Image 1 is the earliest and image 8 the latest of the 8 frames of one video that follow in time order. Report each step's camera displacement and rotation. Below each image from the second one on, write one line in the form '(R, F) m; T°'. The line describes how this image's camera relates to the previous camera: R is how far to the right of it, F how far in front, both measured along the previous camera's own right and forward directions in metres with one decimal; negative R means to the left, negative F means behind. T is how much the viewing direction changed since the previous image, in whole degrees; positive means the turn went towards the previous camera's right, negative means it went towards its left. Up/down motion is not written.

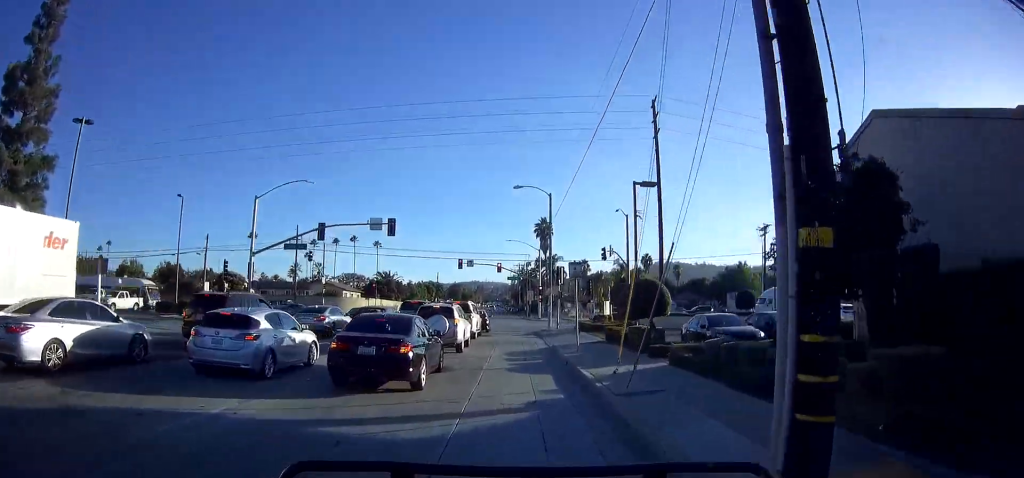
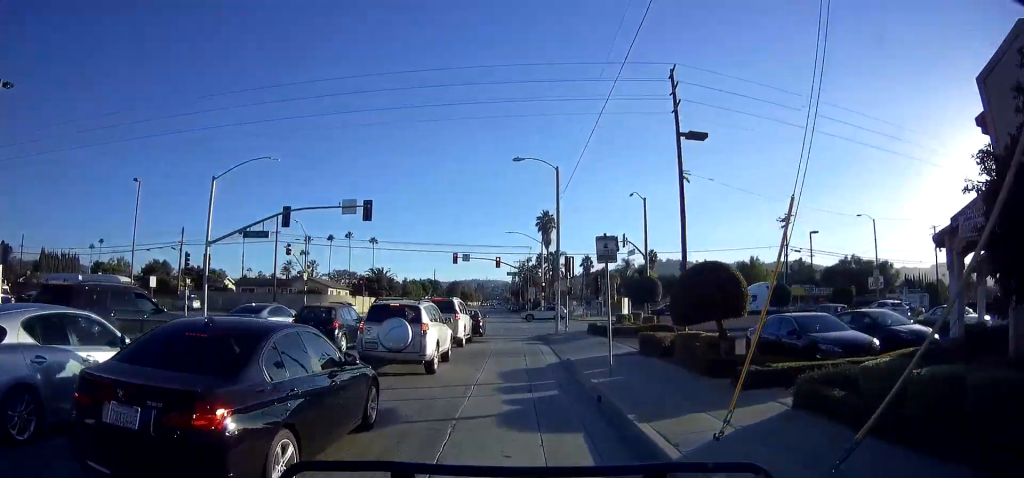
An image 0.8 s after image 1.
(-0.3, +6.1) m; 0°
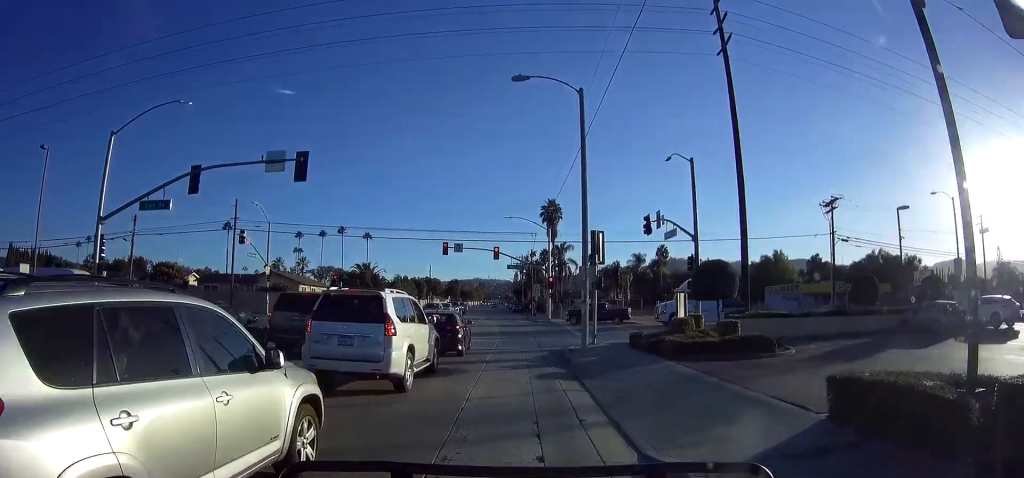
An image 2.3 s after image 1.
(+0.5, +10.2) m; +5°
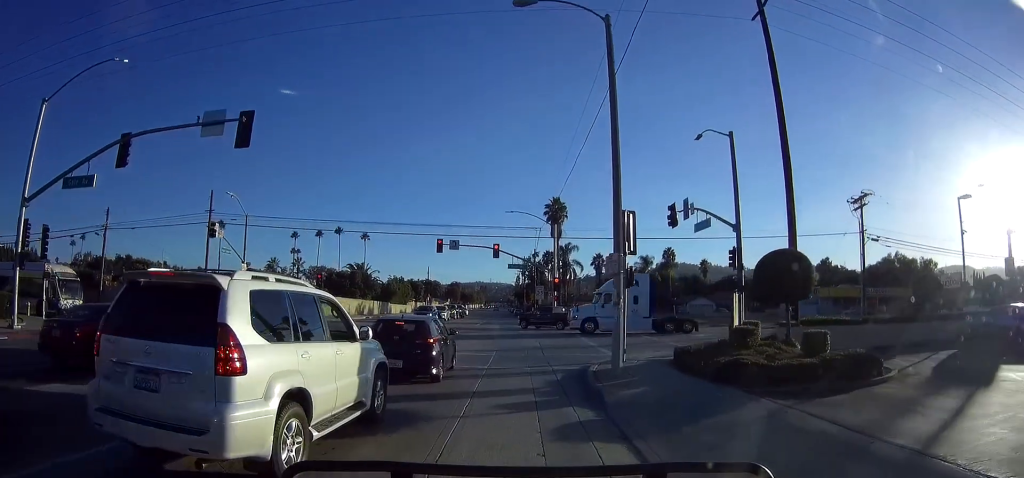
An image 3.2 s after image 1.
(+0.1, +5.1) m; +1°
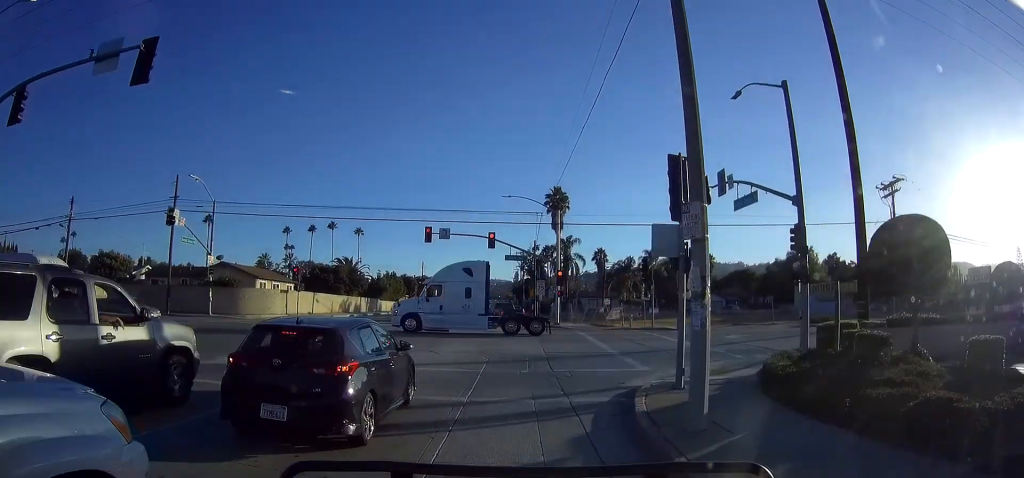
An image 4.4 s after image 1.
(-0.1, +5.1) m; -4°
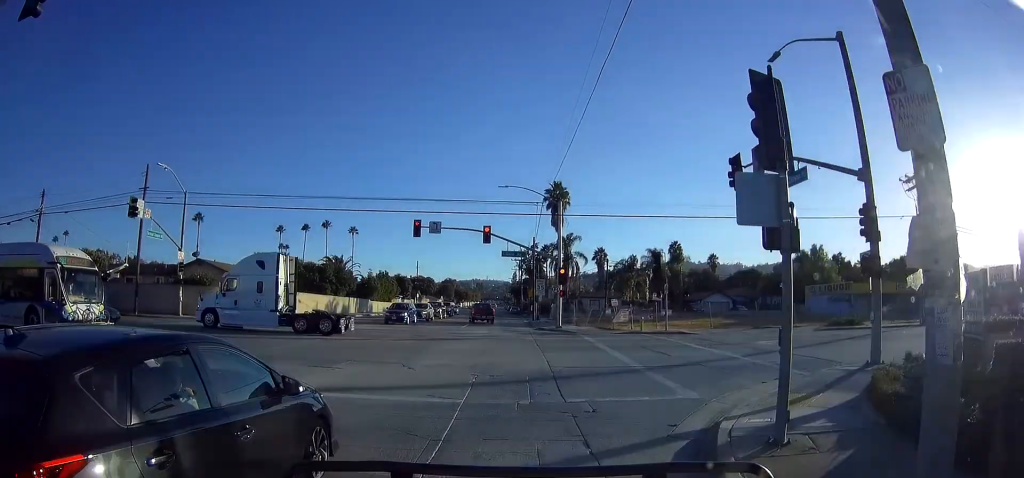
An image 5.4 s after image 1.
(-0.2, +3.8) m; +2°
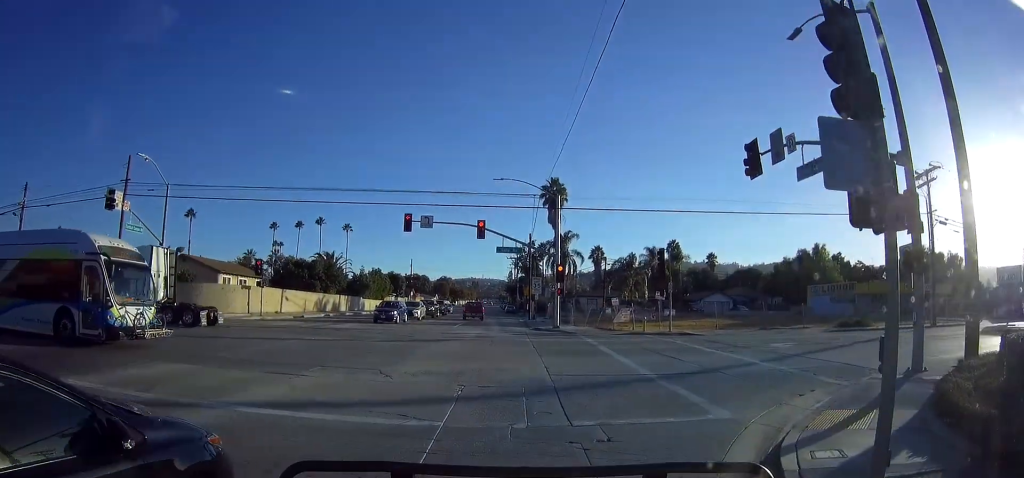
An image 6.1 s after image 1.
(0.0, +1.9) m; +4°
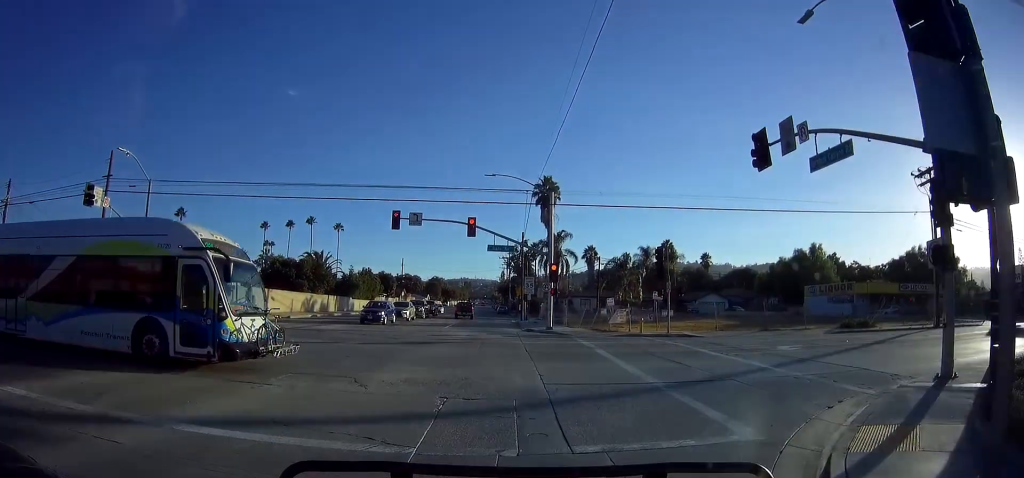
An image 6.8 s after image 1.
(+0.3, +1.4) m; 0°
